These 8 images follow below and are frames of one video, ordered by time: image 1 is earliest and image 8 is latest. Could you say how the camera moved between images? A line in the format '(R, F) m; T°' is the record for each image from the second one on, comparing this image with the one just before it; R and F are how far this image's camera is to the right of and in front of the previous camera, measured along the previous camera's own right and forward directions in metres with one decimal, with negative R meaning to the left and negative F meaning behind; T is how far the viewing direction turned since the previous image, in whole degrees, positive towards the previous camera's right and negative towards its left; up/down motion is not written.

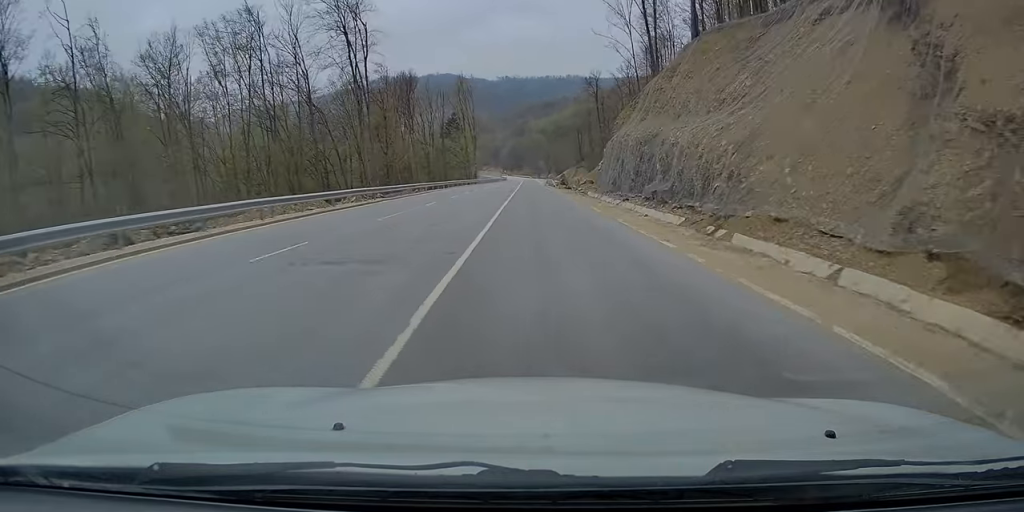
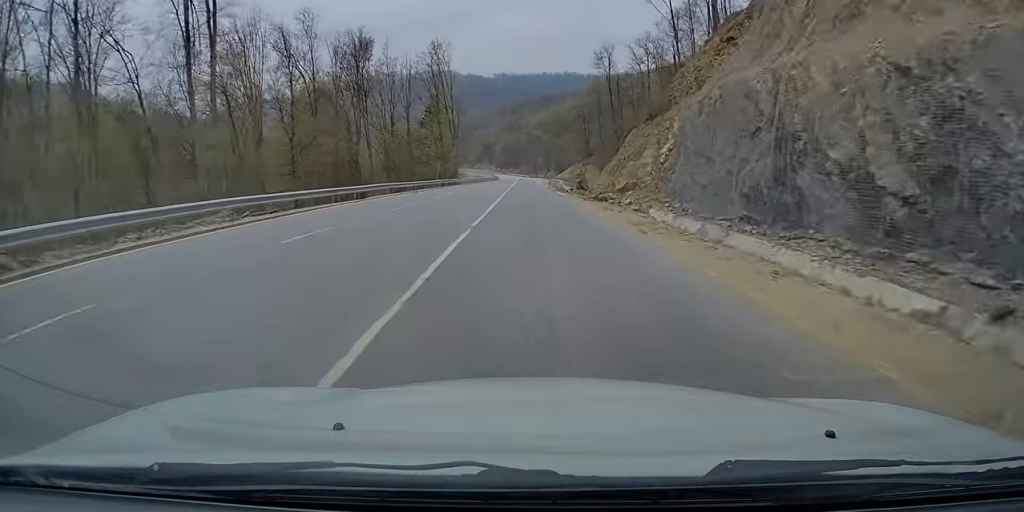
(+0.1, +33.4) m; 0°
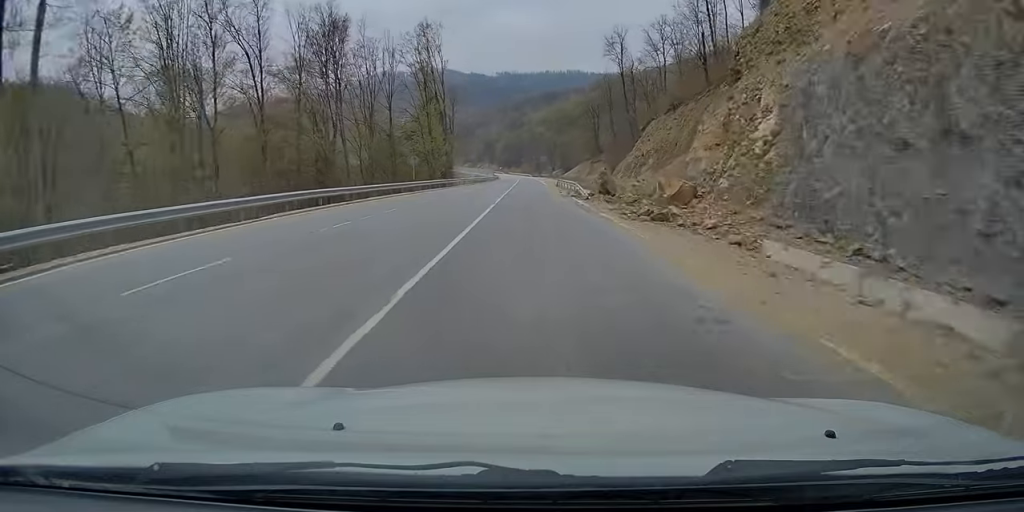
(0.0, +14.2) m; 0°
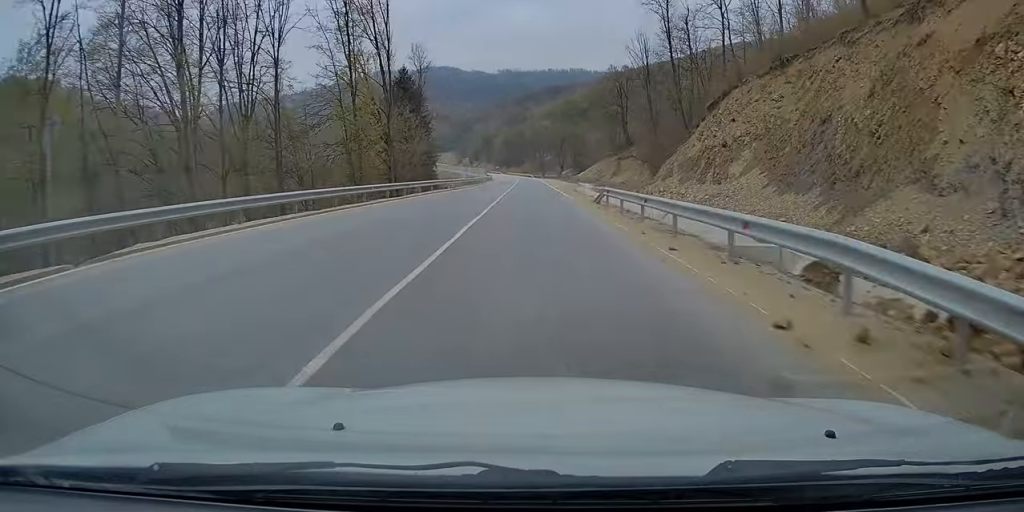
(+0.1, +38.7) m; 0°
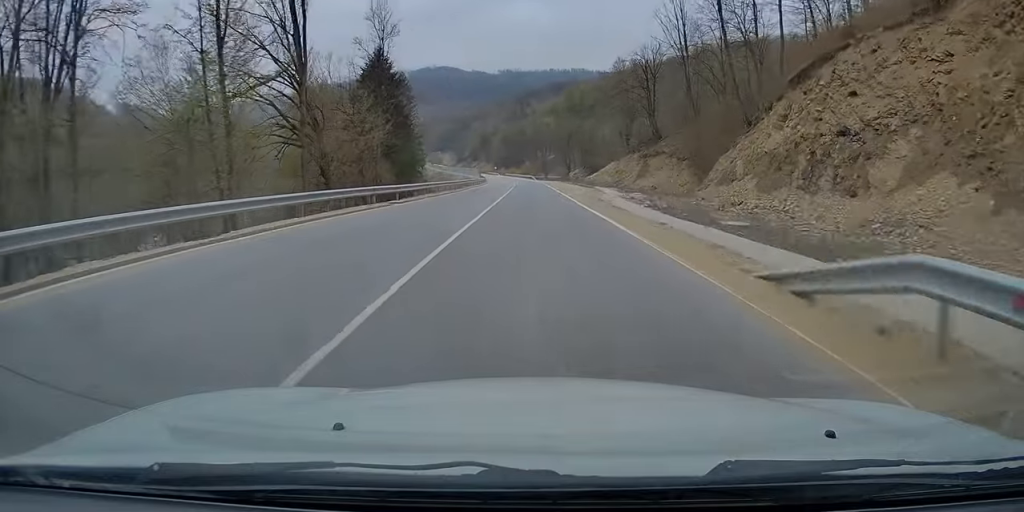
(-0.1, +21.8) m; 0°
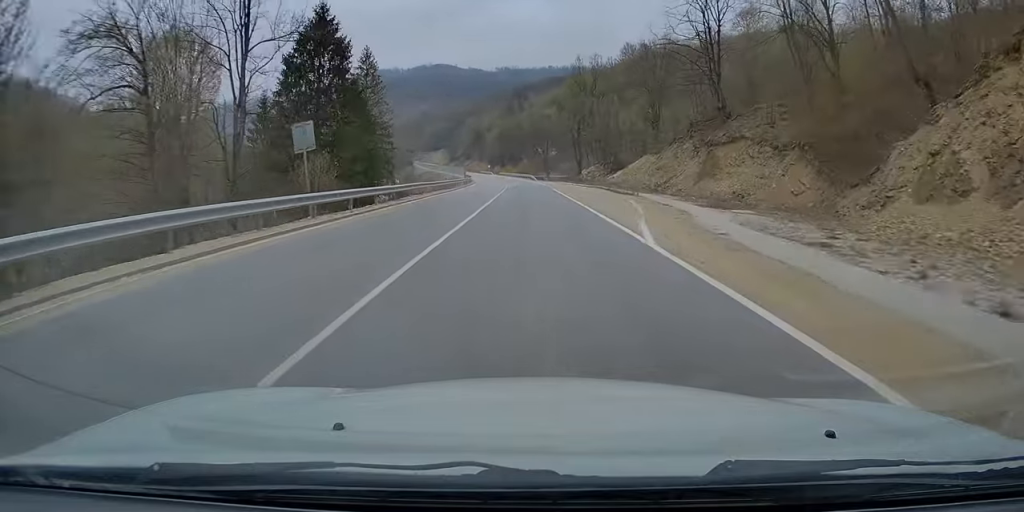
(-0.1, +28.7) m; -1°
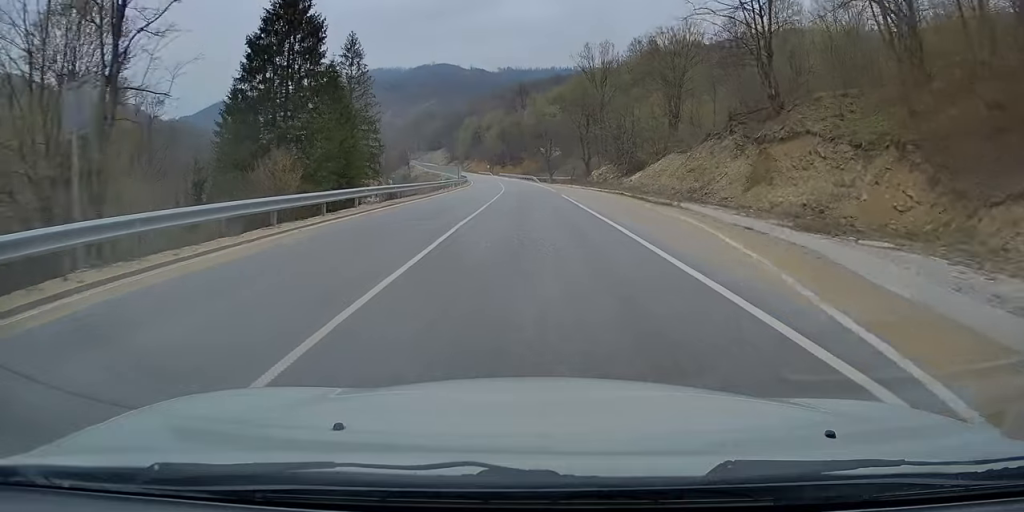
(0.0, +11.1) m; 0°
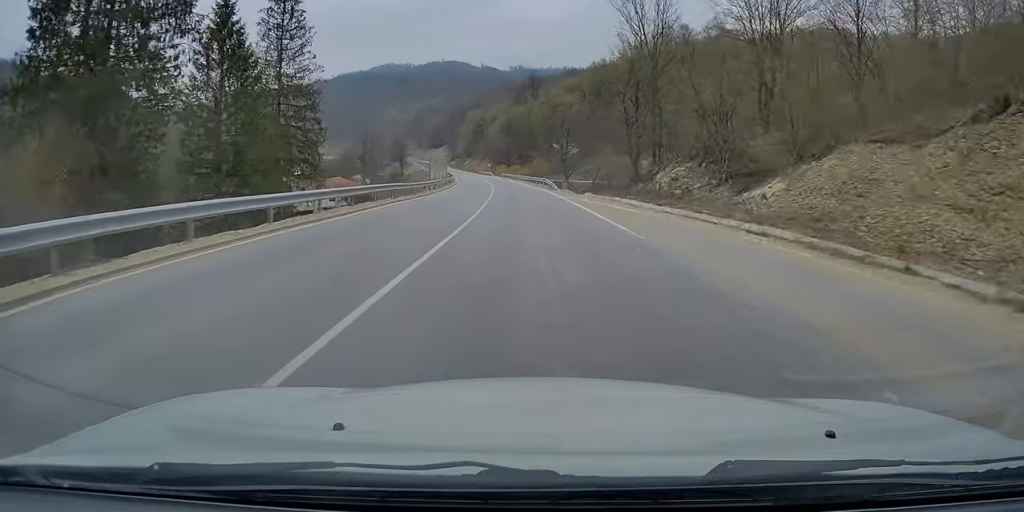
(-0.2, +32.6) m; -1°
